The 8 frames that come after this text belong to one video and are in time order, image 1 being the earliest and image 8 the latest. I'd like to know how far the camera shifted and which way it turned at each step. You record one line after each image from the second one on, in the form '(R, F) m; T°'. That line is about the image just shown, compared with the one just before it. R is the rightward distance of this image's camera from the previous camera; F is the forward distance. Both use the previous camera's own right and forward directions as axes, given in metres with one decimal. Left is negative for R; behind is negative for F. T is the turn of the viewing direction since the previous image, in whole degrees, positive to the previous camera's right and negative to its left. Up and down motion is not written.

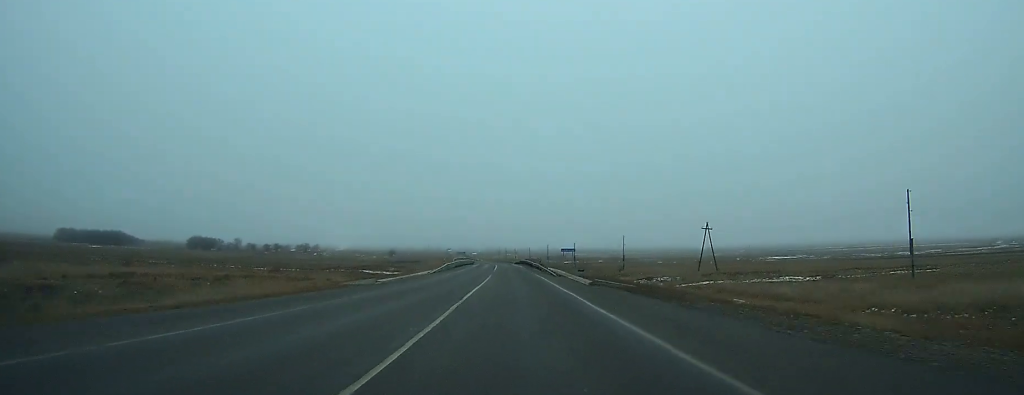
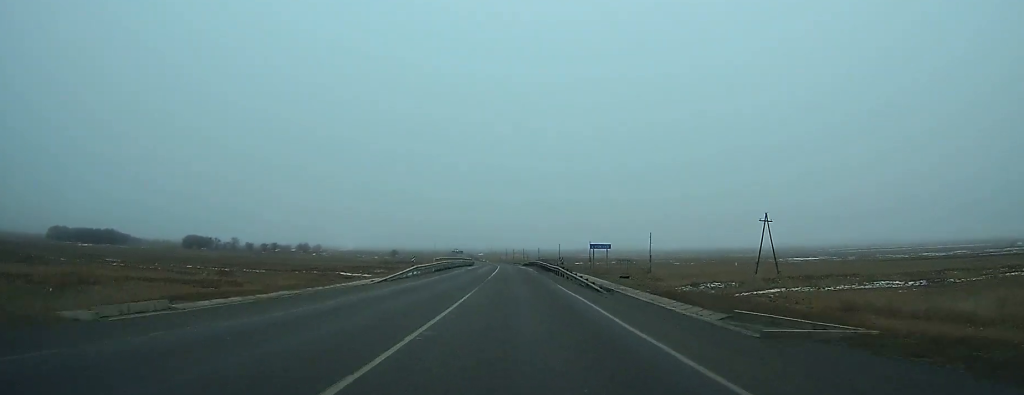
(-0.1, +23.7) m; -1°
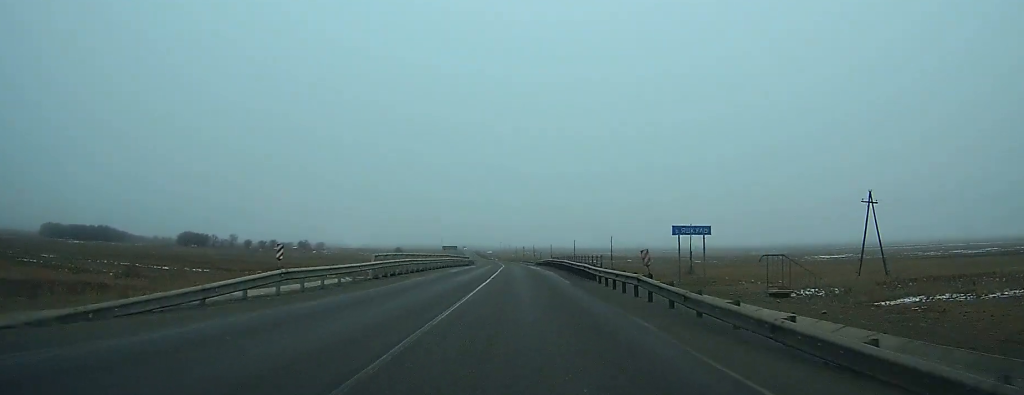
(-0.2, +24.3) m; -1°
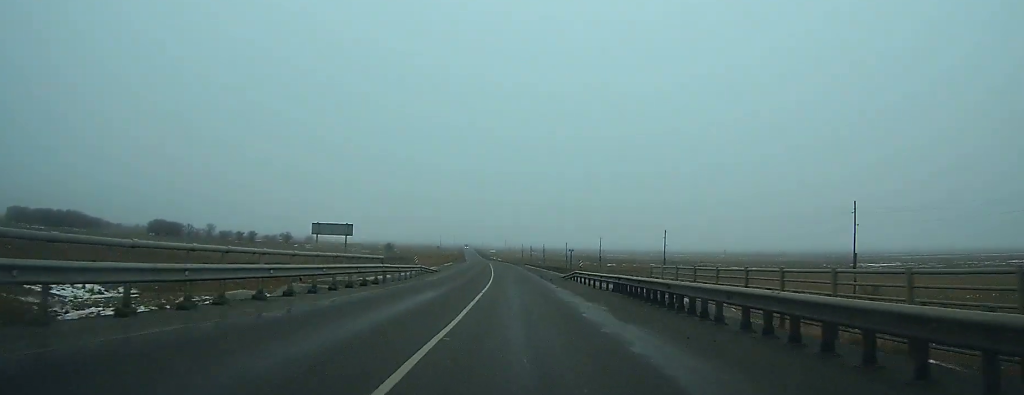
(-0.7, +54.2) m; -2°
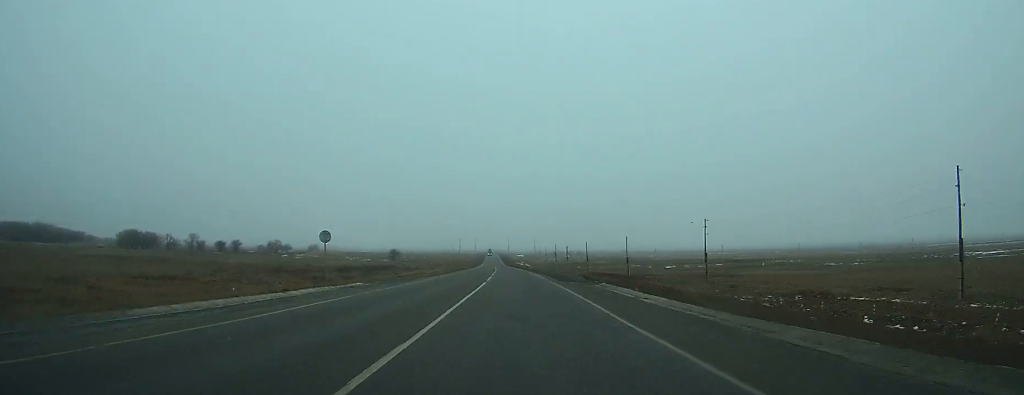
(-1.4, +77.0) m; -2°
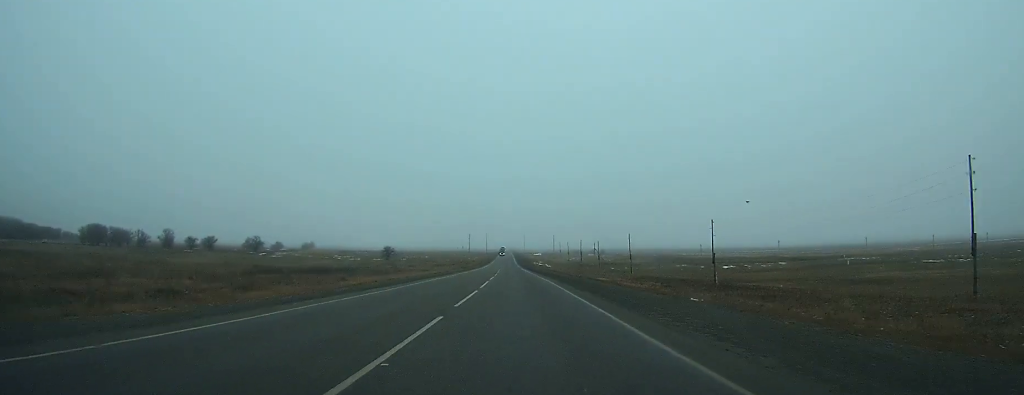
(-0.8, +58.2) m; -1°
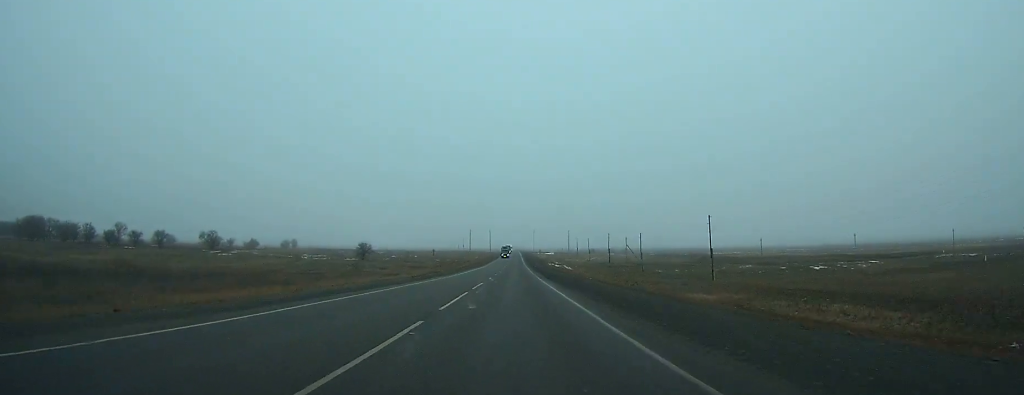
(-0.7, +60.1) m; -1°
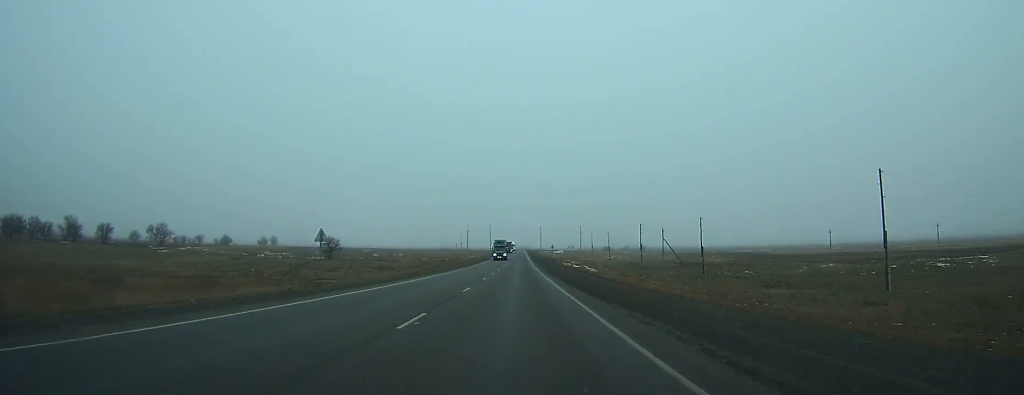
(-0.3, +45.5) m; -1°
